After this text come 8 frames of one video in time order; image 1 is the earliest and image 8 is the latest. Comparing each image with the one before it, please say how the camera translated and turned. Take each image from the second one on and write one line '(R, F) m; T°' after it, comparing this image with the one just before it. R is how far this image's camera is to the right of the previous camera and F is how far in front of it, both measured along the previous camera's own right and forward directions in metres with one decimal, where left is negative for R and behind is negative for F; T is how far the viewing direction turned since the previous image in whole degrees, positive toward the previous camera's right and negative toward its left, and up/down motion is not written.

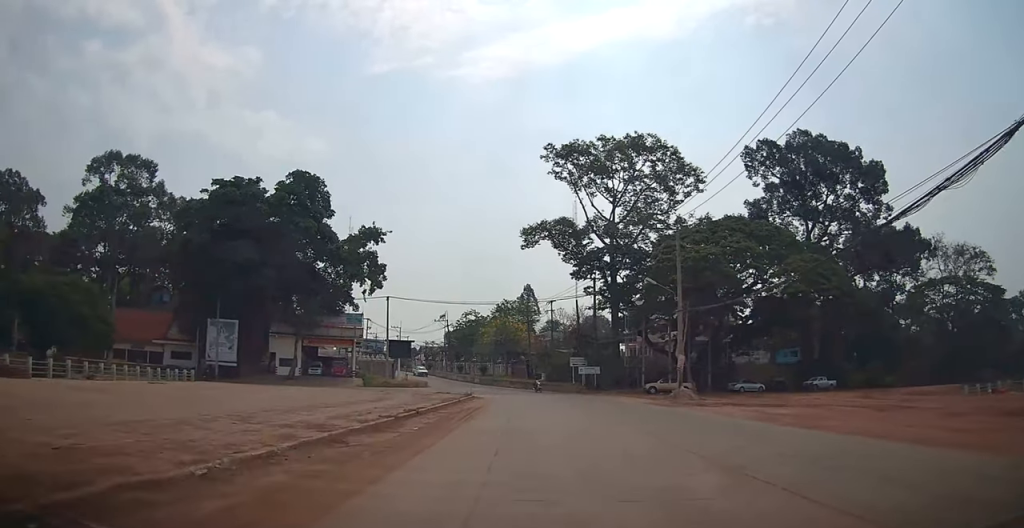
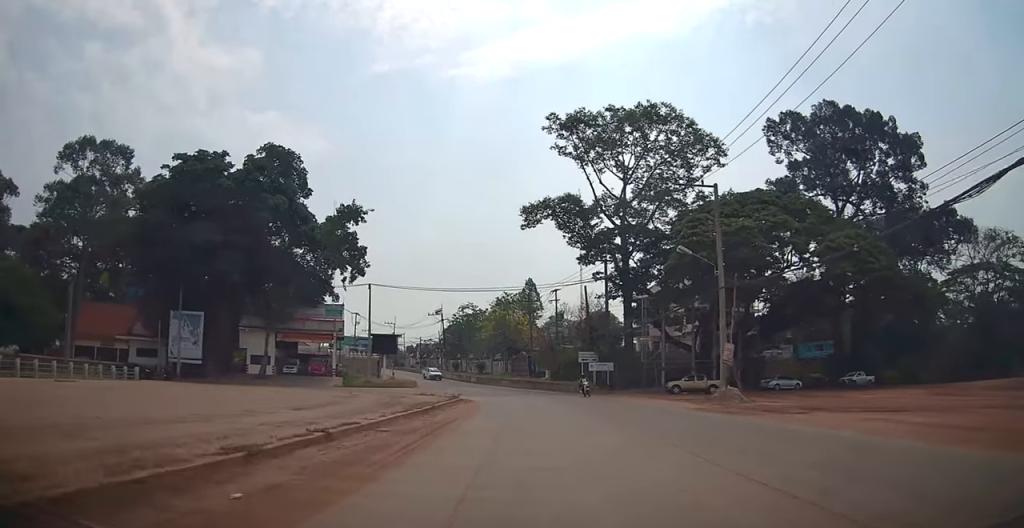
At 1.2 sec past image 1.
(+0.3, +7.9) m; -1°
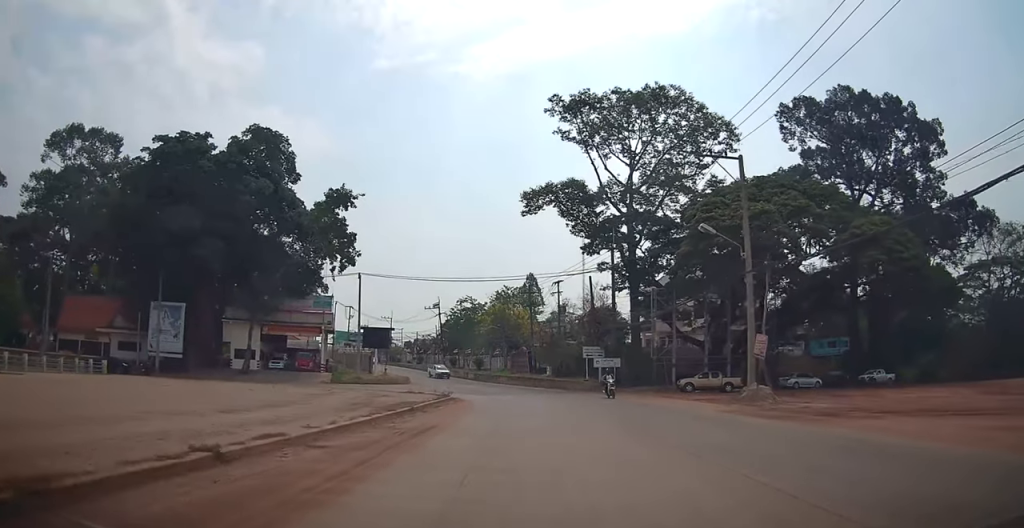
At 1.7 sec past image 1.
(-0.2, +3.7) m; -2°
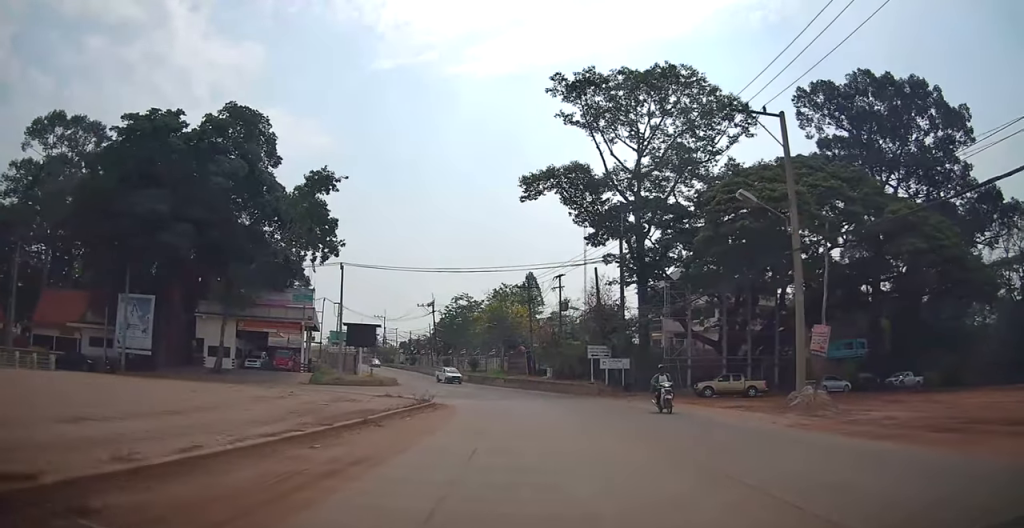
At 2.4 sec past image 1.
(0.0, +5.1) m; 0°
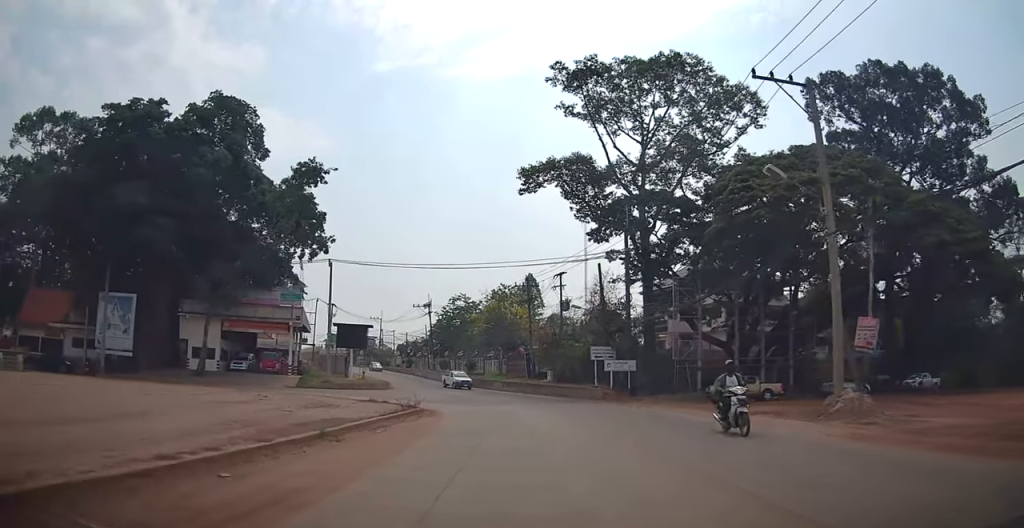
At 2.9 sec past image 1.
(0.0, +2.9) m; +1°
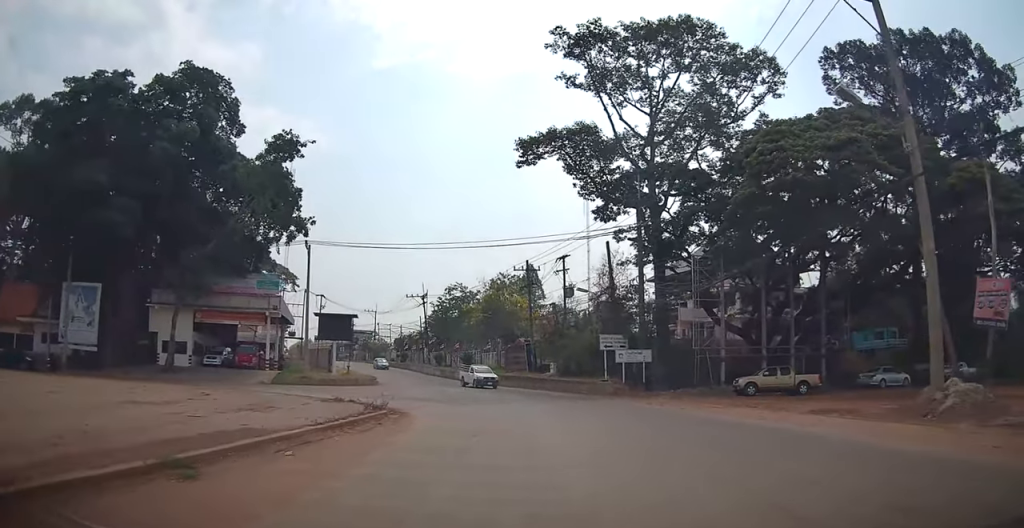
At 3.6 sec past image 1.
(+0.1, +5.1) m; -1°
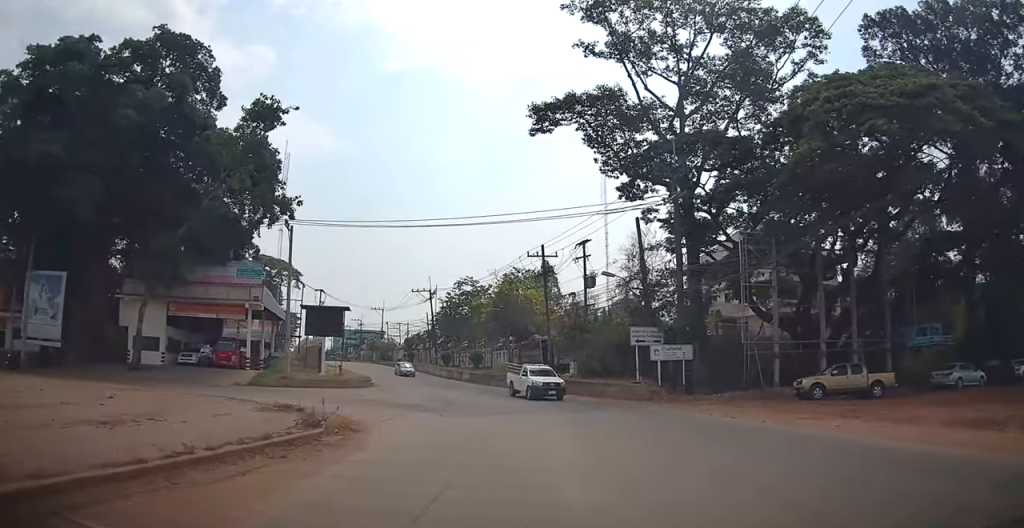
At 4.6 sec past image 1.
(-0.2, +6.5) m; -2°
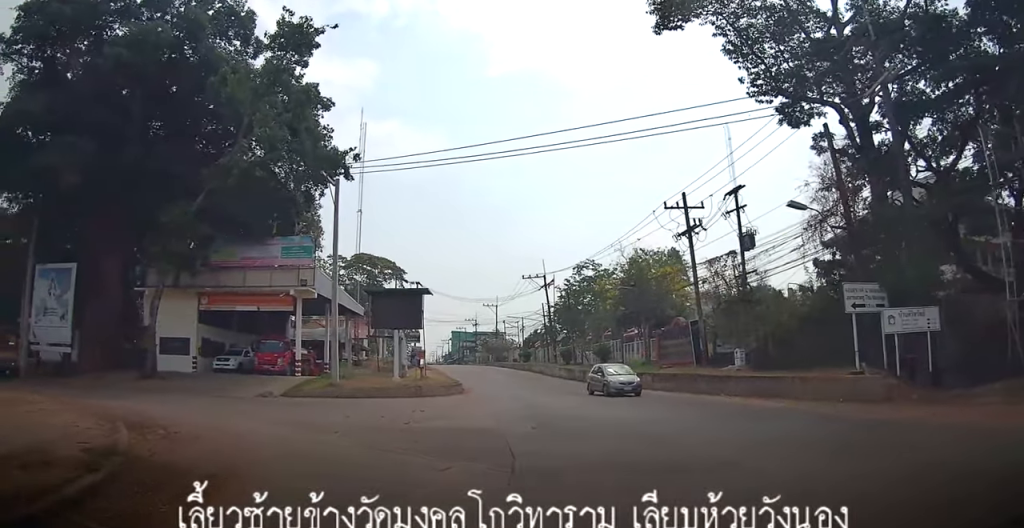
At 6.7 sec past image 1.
(-0.7, +11.9) m; -11°
